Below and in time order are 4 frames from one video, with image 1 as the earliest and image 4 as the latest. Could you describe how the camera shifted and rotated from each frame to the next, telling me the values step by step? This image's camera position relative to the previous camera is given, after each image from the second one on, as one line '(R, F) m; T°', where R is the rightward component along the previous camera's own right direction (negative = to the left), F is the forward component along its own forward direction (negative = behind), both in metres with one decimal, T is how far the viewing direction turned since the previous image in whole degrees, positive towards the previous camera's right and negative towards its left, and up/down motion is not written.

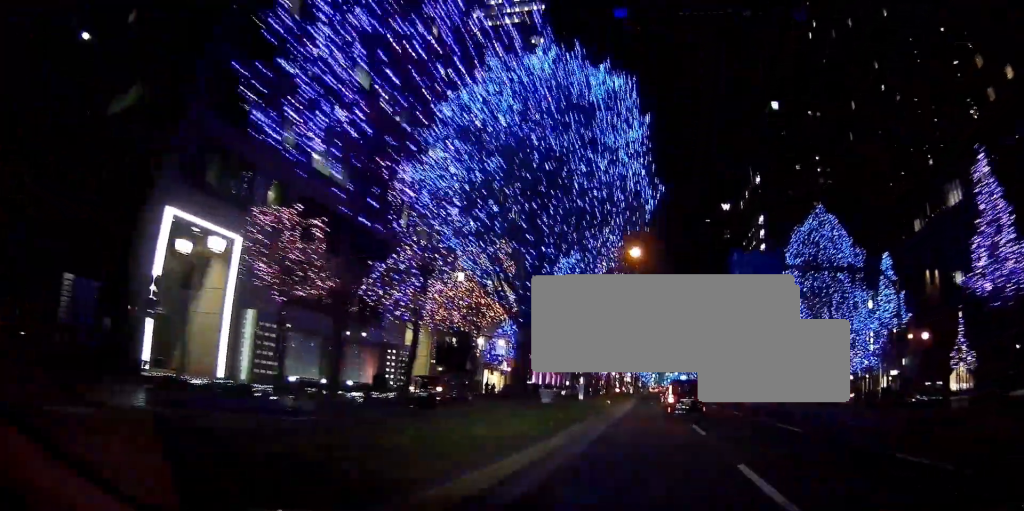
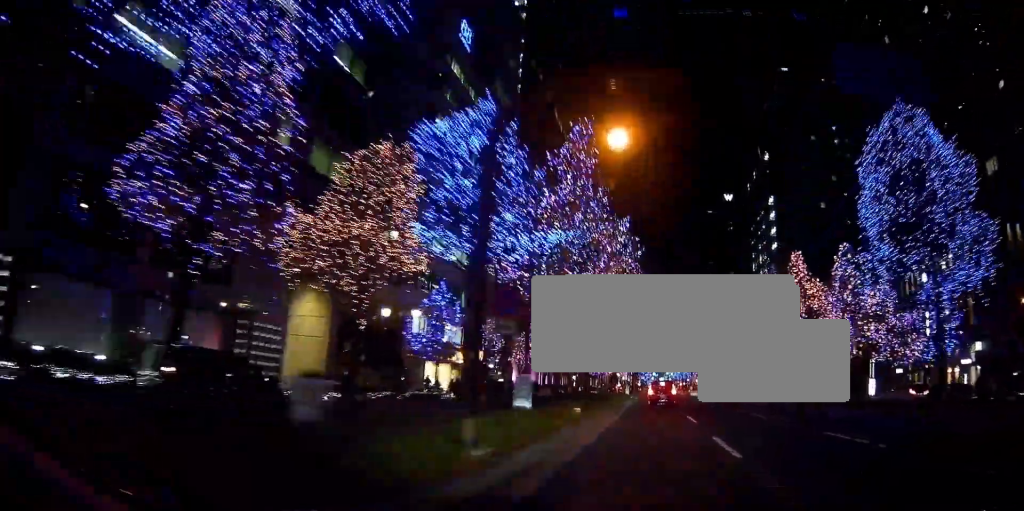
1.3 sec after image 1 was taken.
(-0.7, +14.7) m; +1°
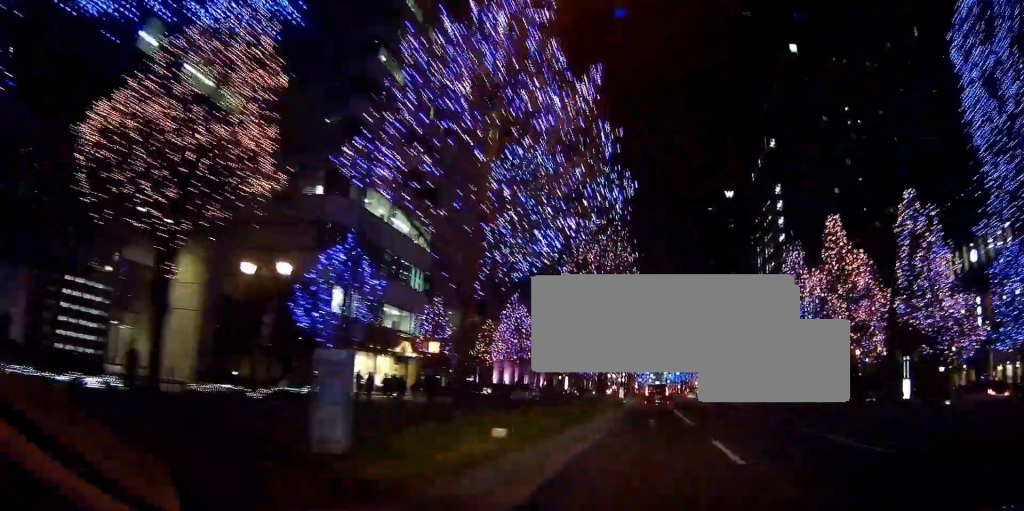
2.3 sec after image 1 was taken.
(+0.7, +10.8) m; 0°
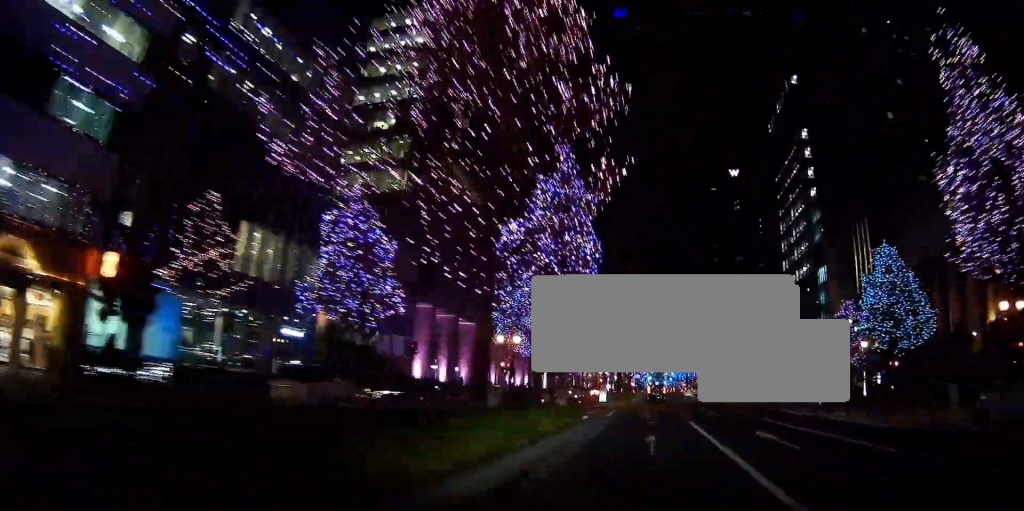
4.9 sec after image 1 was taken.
(-1.8, +29.3) m; -2°
